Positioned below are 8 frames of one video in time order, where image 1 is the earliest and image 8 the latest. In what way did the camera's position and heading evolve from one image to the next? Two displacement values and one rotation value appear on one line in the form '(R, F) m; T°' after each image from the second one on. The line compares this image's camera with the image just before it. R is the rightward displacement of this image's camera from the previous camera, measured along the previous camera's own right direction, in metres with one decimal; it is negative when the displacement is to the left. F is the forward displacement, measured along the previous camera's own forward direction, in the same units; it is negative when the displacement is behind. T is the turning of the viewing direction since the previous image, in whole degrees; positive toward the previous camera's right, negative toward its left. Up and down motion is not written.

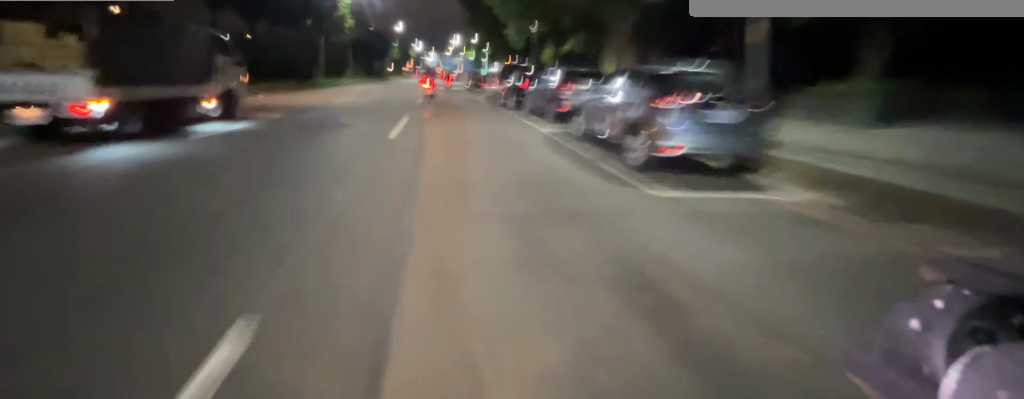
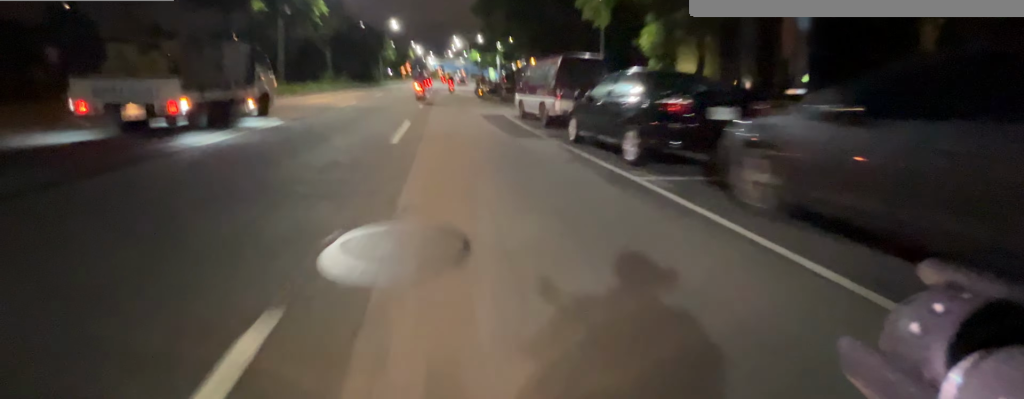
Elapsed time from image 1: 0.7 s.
(0.0, +9.8) m; 0°
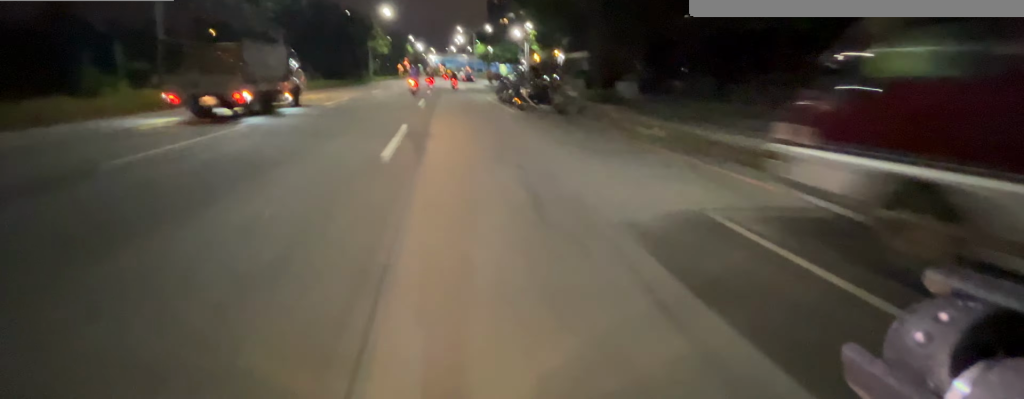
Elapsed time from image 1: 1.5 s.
(-0.1, +11.6) m; 0°
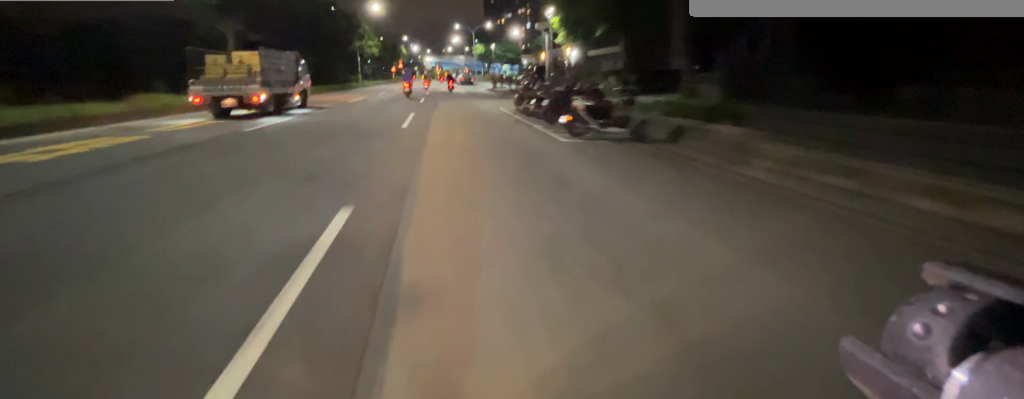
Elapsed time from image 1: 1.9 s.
(0.0, +5.7) m; 0°
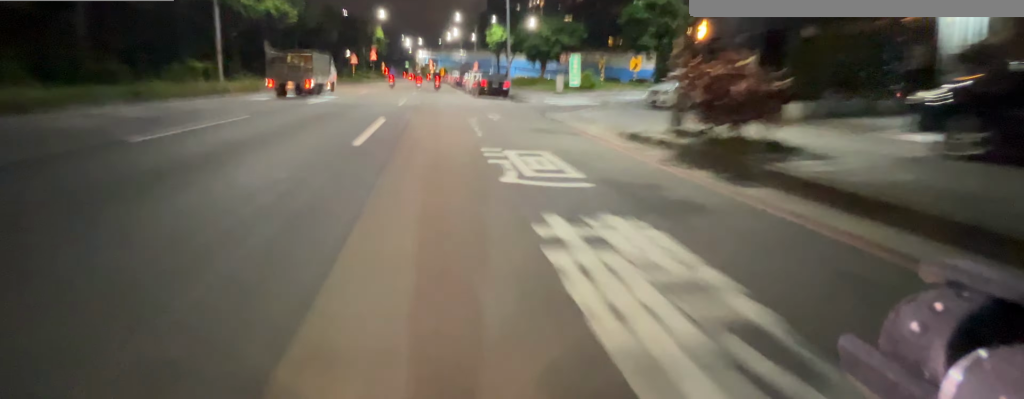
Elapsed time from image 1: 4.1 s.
(-0.1, +29.6) m; -1°
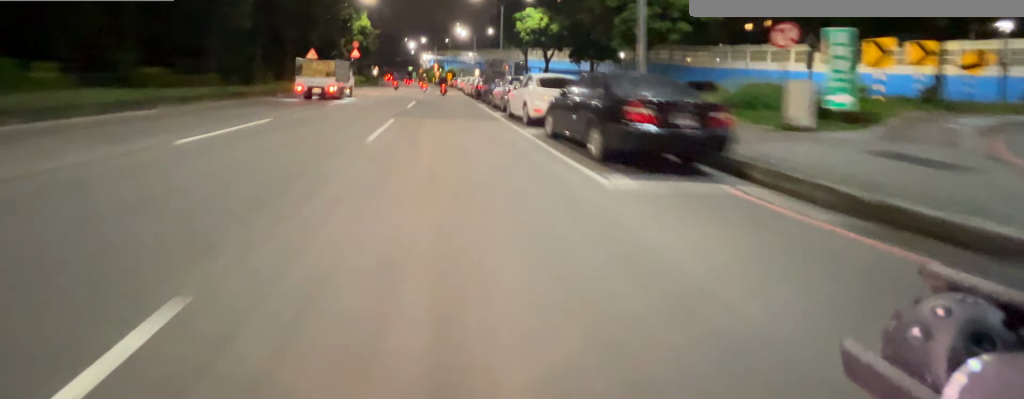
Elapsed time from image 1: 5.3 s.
(-0.1, +15.8) m; 0°
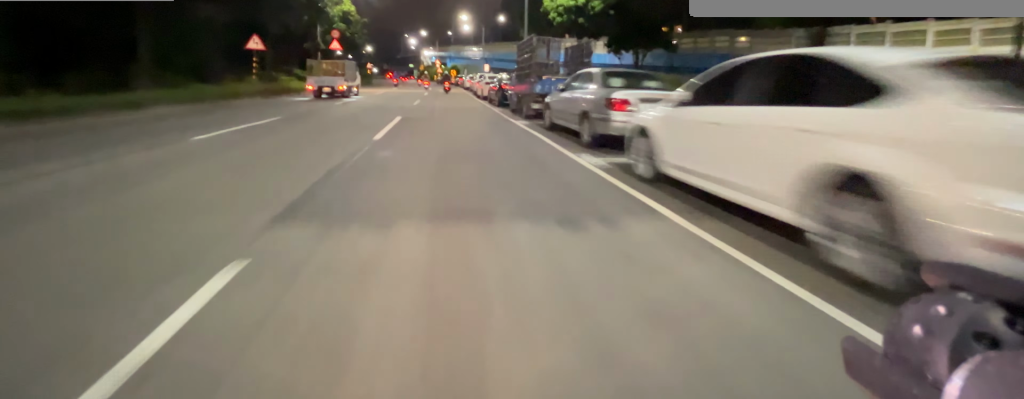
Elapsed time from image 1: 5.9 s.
(0.0, +9.3) m; 0°
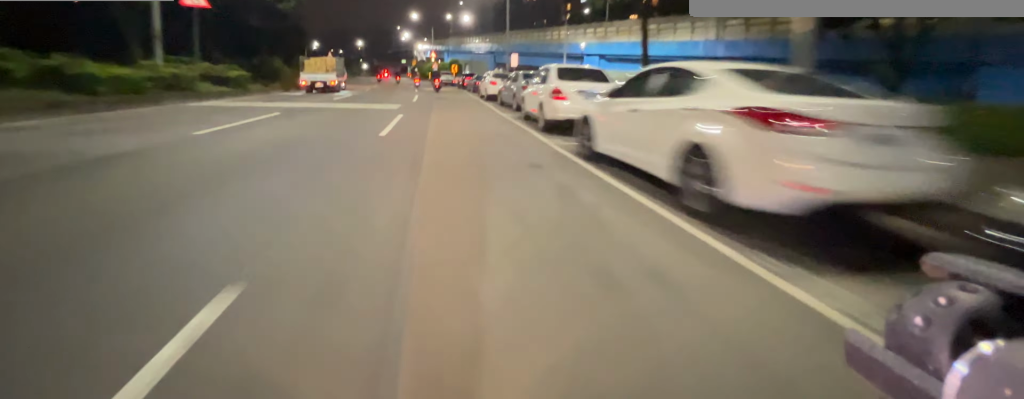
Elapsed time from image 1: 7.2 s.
(0.0, +22.4) m; -1°
